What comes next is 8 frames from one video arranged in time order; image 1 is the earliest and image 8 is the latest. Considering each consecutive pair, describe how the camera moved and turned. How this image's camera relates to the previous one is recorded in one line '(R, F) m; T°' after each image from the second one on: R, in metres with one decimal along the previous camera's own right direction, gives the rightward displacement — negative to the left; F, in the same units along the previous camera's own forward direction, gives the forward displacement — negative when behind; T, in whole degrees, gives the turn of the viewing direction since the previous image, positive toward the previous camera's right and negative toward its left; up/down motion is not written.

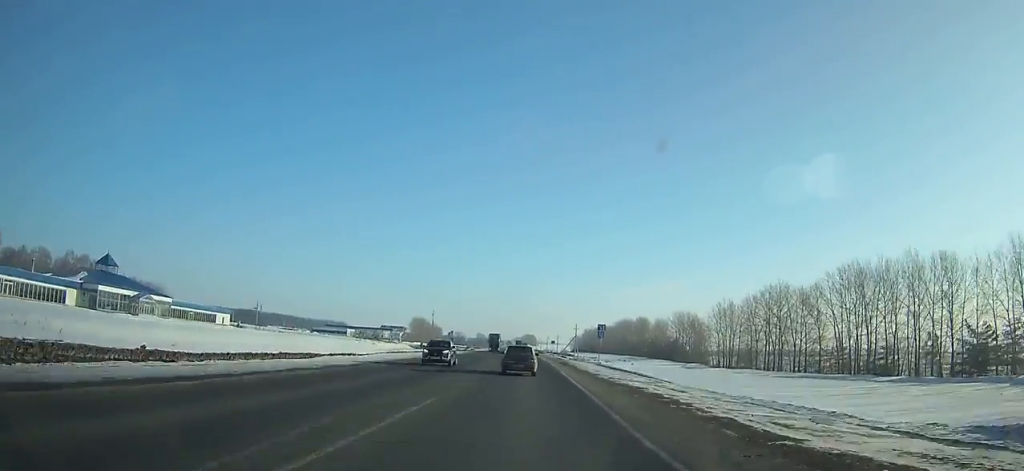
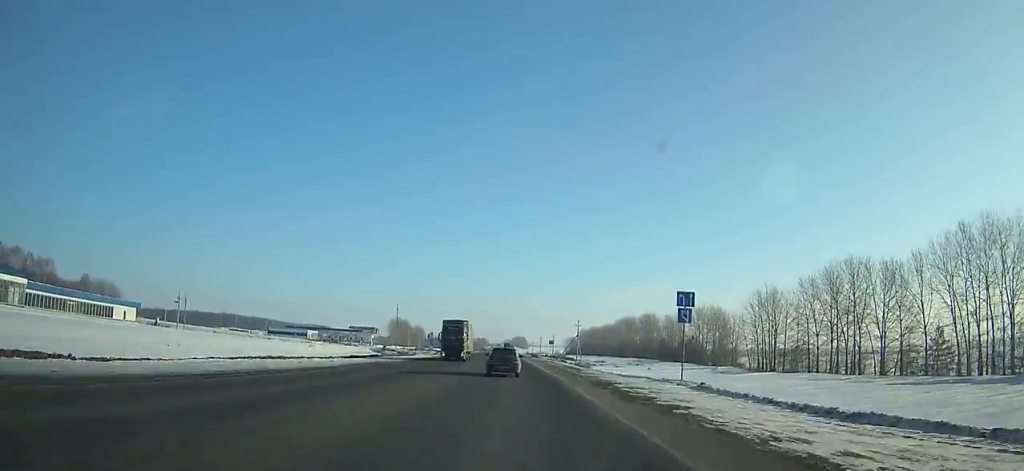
(+0.3, +36.3) m; 0°
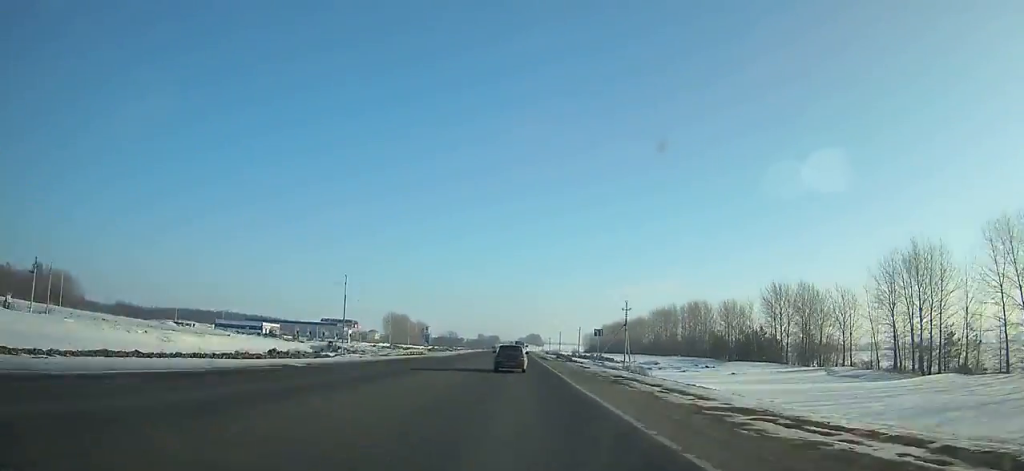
(-0.2, +49.9) m; 0°
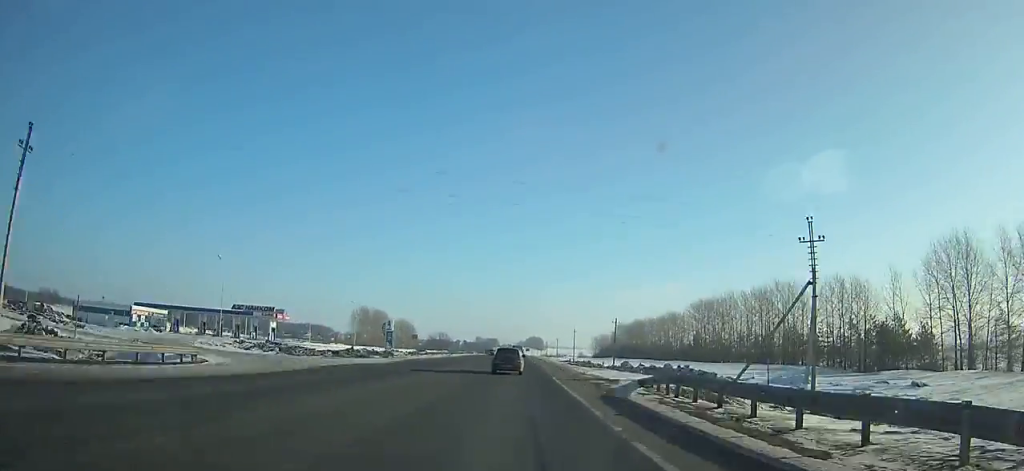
(-0.2, +61.3) m; 0°
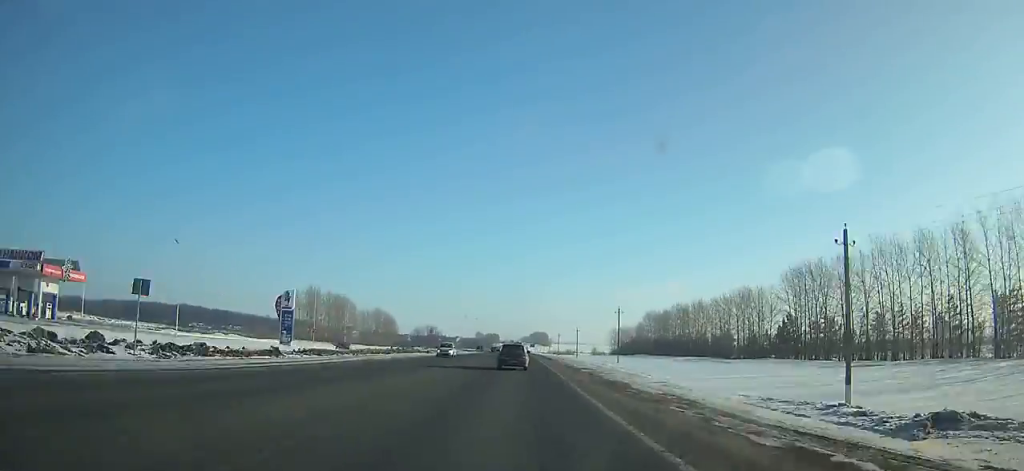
(+0.1, +70.2) m; 0°
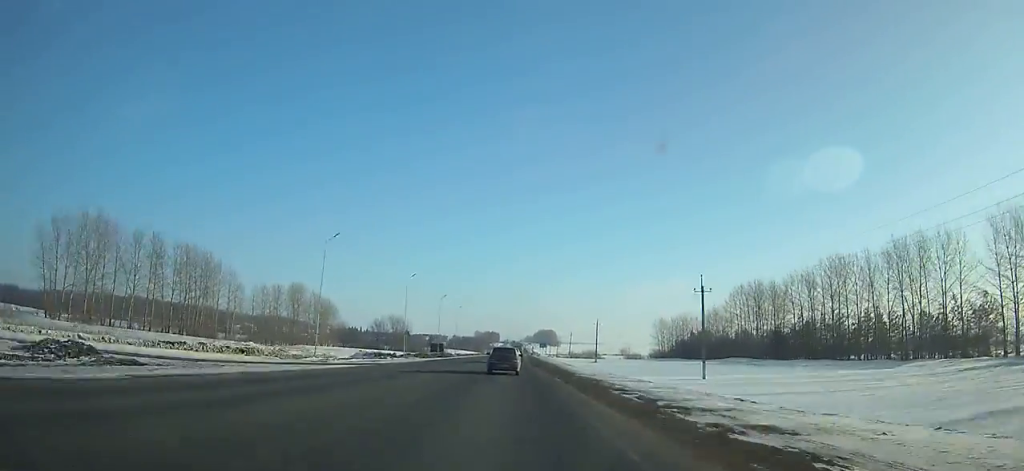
(-0.5, +109.8) m; -1°
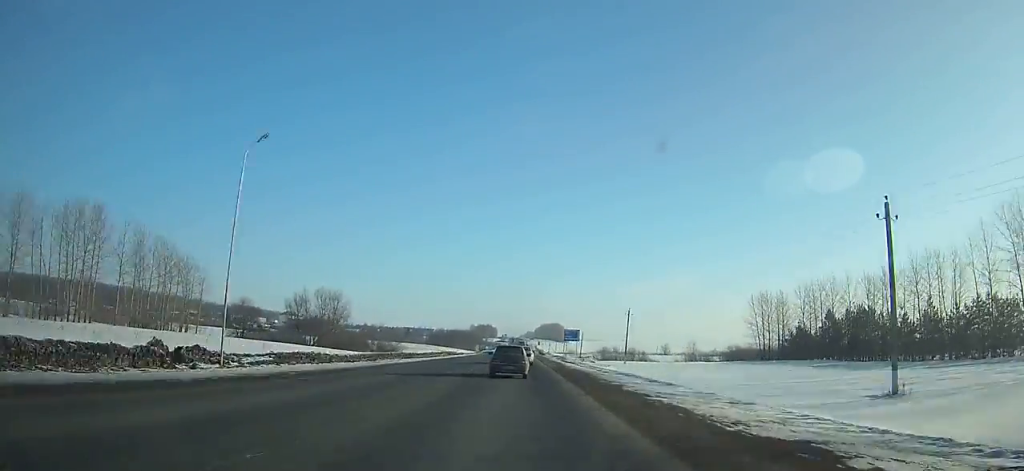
(+0.1, +95.9) m; 0°
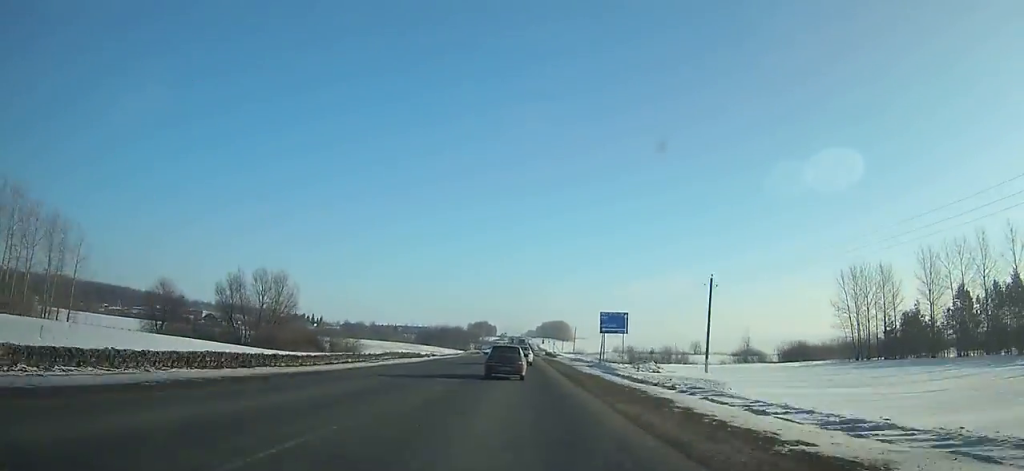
(0.0, +40.0) m; 0°
